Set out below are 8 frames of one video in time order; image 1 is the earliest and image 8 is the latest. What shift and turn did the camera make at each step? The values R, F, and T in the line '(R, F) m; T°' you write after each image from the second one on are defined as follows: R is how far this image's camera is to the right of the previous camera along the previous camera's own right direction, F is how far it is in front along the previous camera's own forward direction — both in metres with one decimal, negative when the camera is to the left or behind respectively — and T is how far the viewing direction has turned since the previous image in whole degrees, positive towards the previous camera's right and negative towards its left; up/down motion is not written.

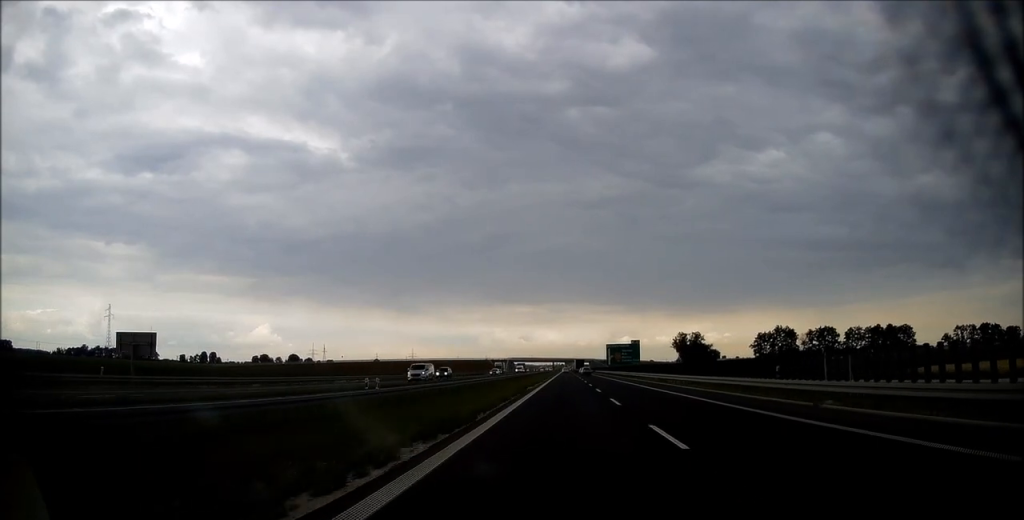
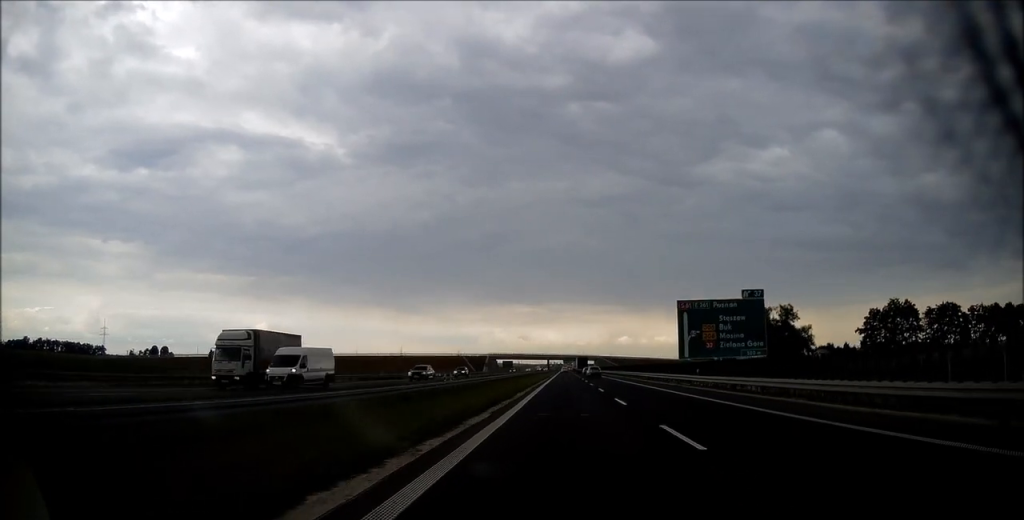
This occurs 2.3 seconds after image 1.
(+0.1, +84.8) m; 0°
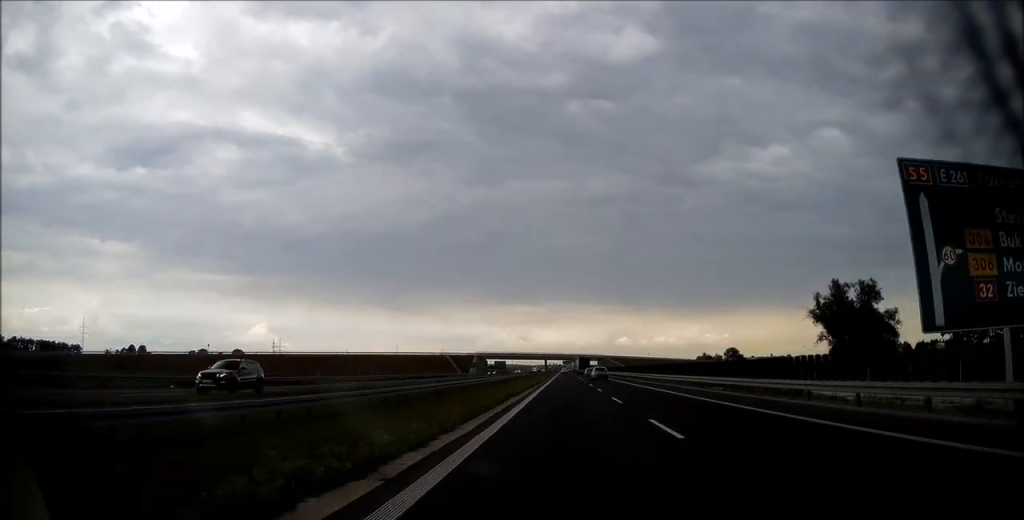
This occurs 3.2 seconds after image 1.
(0.0, +34.3) m; 0°
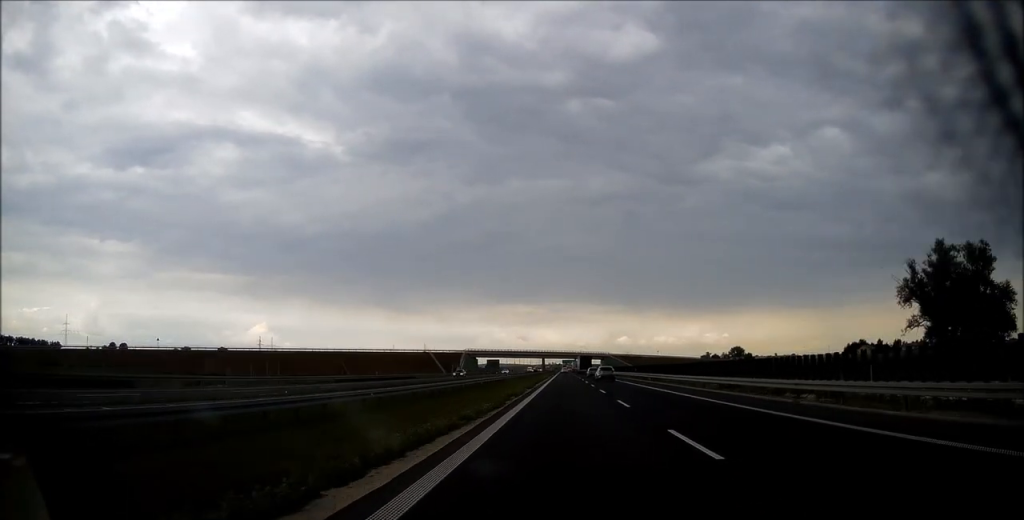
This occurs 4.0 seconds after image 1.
(0.0, +26.8) m; 0°
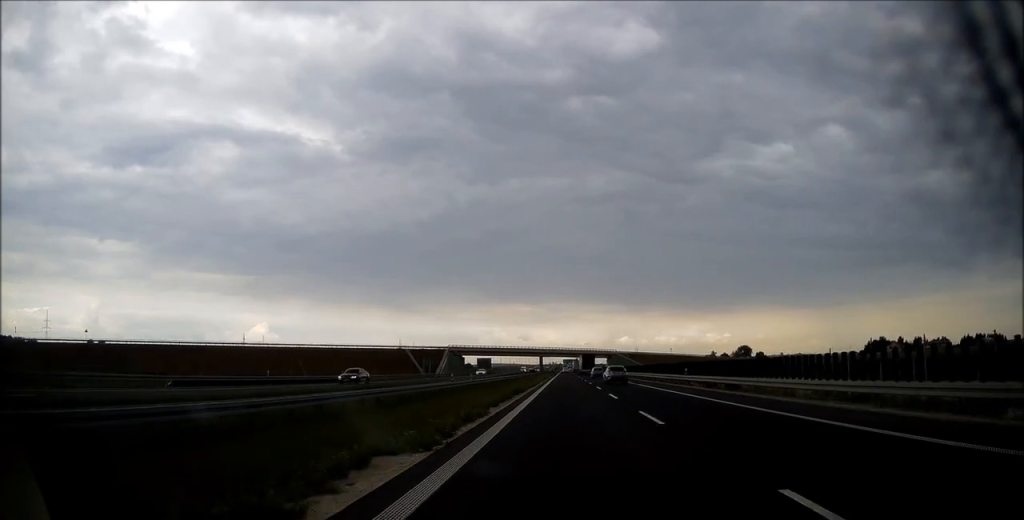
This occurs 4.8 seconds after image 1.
(0.0, +30.5) m; 0°
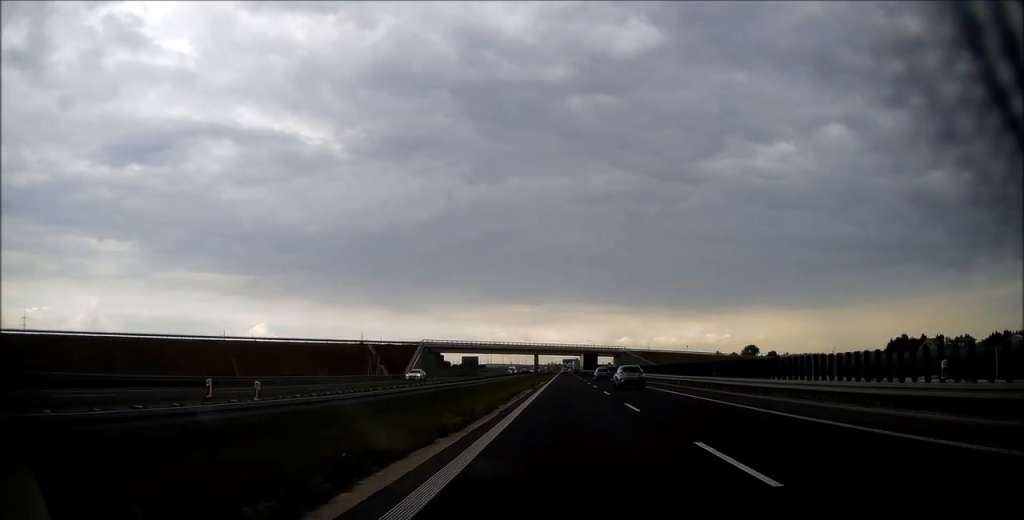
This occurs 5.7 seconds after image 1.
(+0.1, +31.7) m; 0°
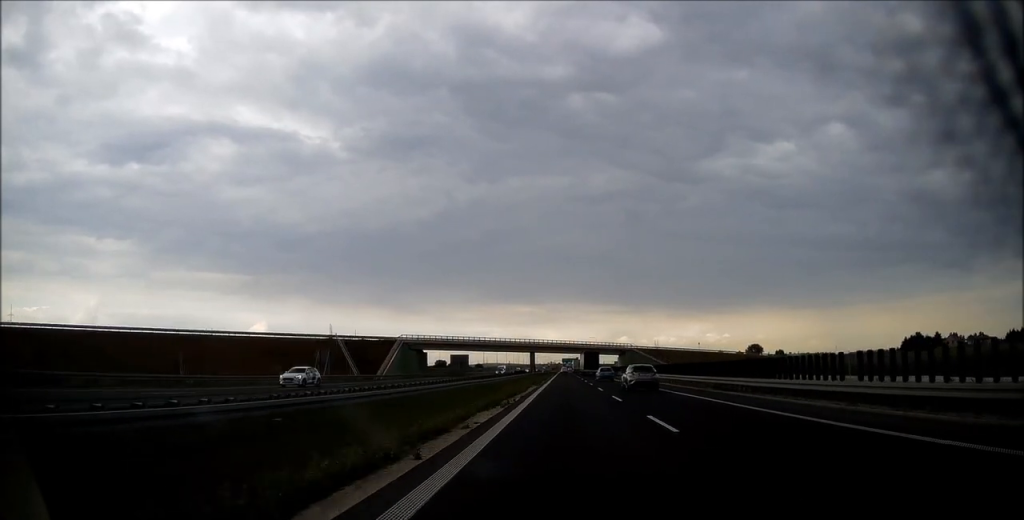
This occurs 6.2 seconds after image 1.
(0.0, +18.3) m; 0°
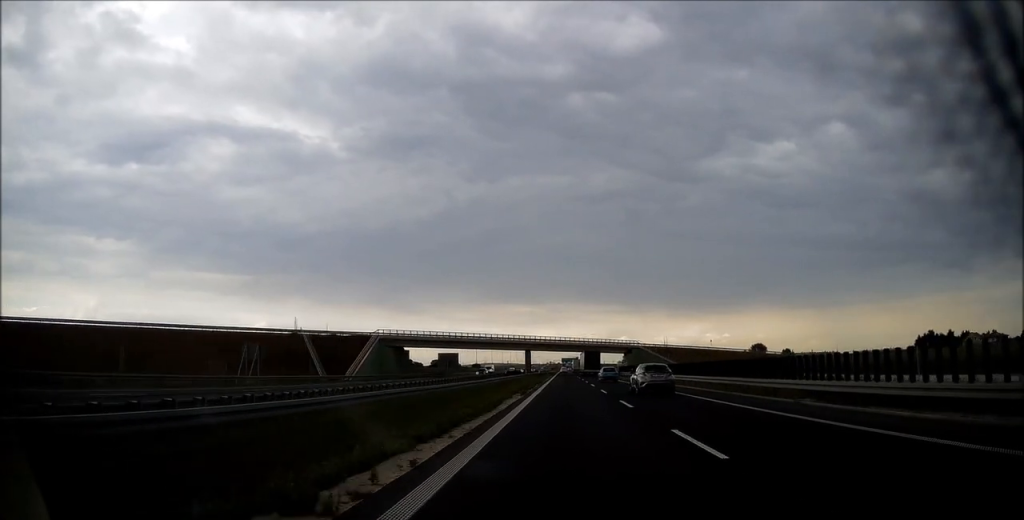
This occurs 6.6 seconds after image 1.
(0.0, +15.8) m; 0°
